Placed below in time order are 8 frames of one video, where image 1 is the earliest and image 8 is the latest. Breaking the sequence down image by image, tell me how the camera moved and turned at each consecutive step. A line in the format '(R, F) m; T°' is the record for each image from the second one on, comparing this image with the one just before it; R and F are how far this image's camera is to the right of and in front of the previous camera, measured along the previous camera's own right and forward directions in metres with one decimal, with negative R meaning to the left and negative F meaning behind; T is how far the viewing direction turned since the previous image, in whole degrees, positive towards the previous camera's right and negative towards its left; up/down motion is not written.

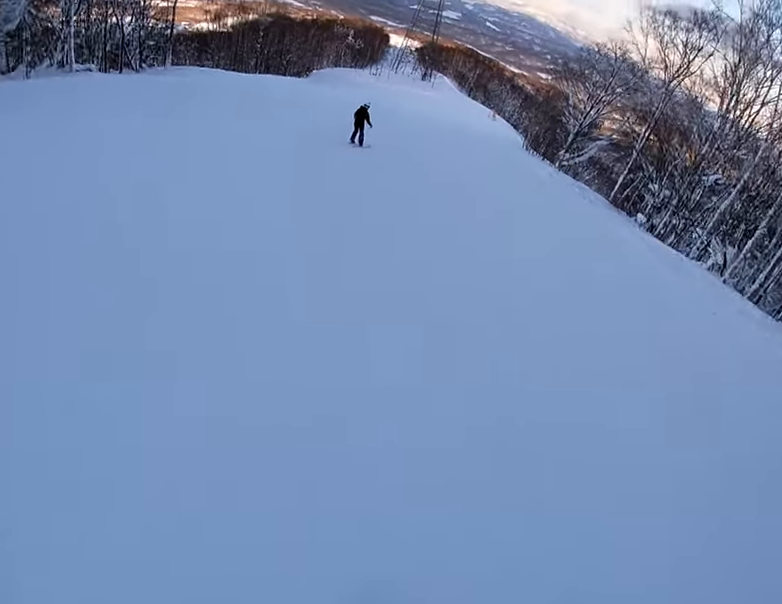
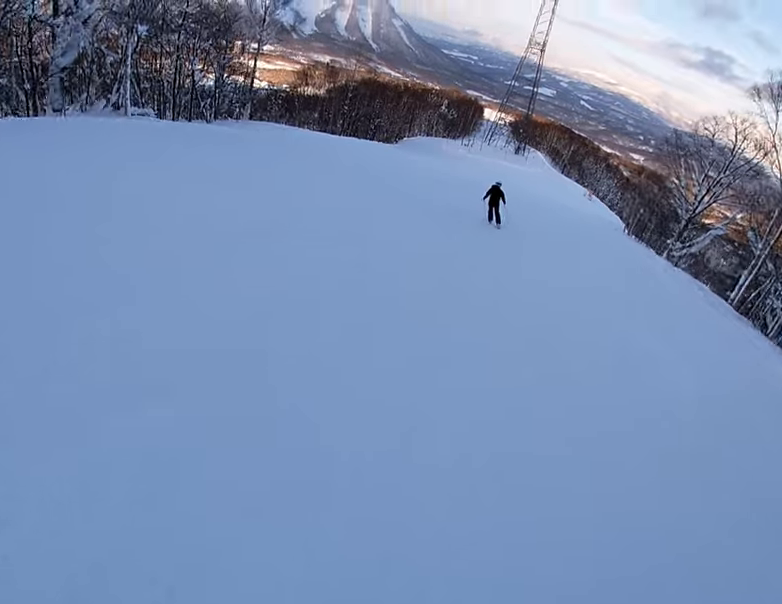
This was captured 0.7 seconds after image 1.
(-1.0, +5.1) m; -11°
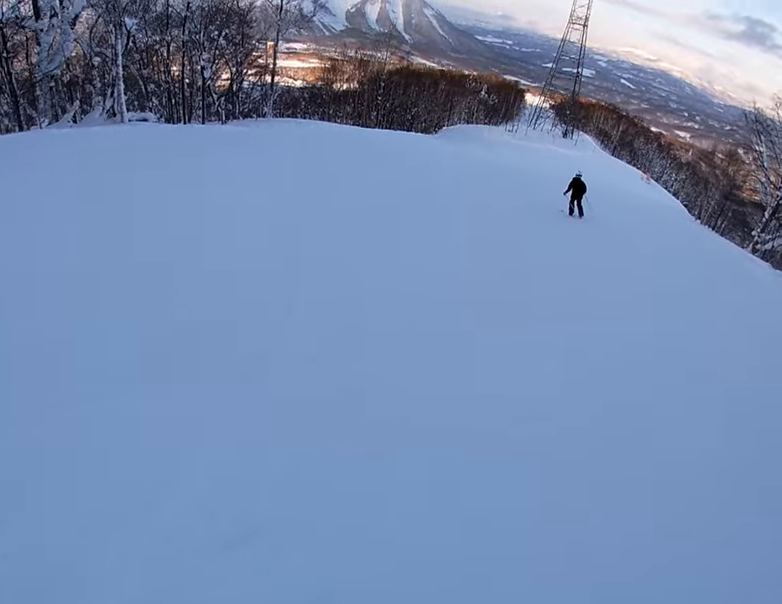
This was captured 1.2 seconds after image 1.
(-0.5, +4.5) m; -6°
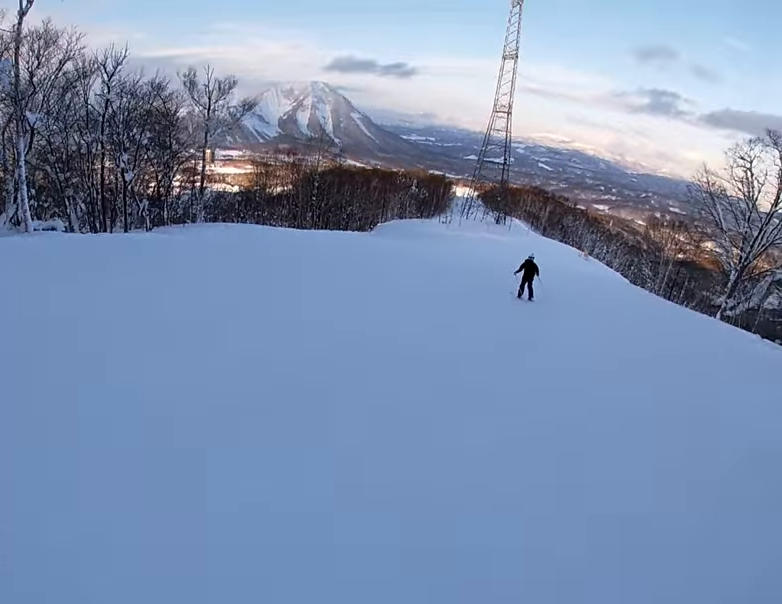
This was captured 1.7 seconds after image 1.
(0.0, +4.1) m; +3°
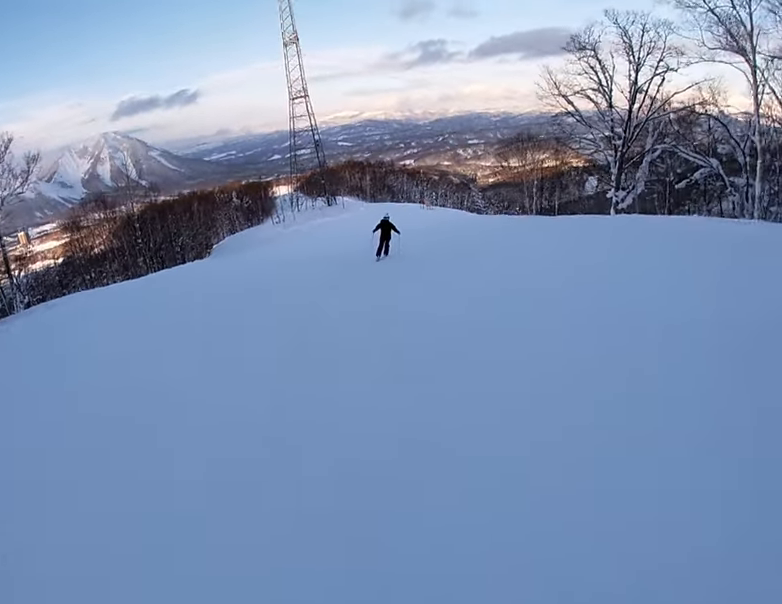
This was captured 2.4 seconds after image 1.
(+0.1, +5.6) m; +6°
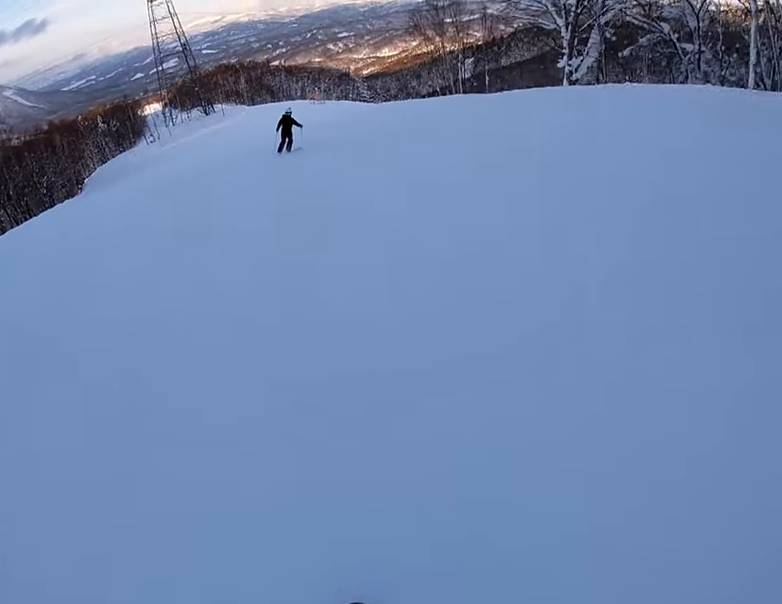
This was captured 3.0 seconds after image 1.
(+0.3, +5.7) m; +11°
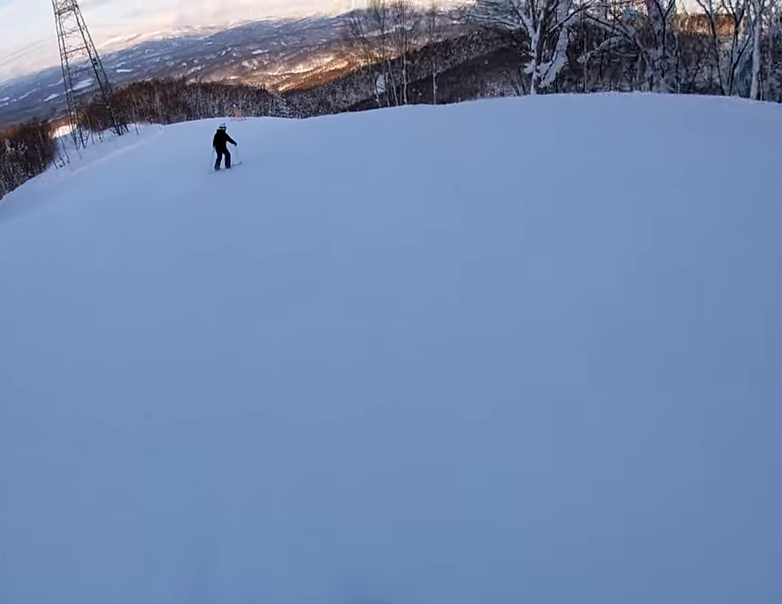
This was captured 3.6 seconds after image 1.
(+0.6, +4.5) m; +10°
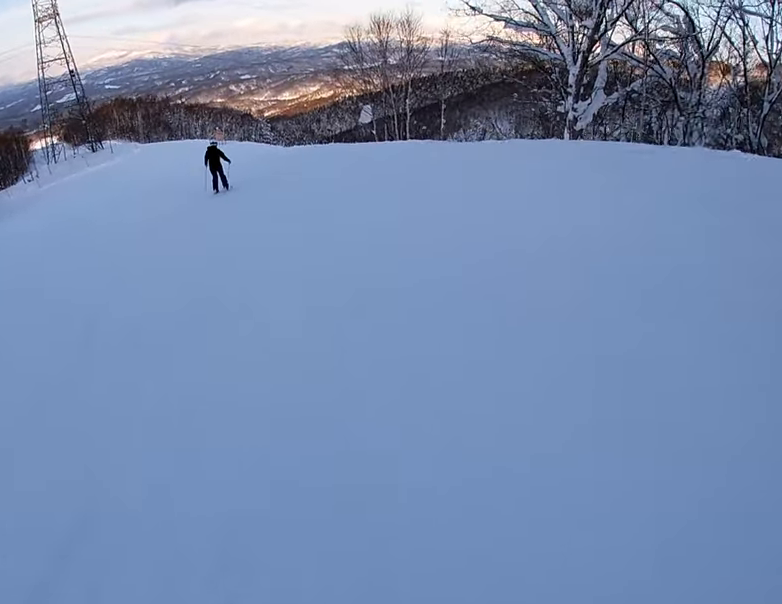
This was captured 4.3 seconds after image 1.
(+0.4, +4.9) m; +9°
